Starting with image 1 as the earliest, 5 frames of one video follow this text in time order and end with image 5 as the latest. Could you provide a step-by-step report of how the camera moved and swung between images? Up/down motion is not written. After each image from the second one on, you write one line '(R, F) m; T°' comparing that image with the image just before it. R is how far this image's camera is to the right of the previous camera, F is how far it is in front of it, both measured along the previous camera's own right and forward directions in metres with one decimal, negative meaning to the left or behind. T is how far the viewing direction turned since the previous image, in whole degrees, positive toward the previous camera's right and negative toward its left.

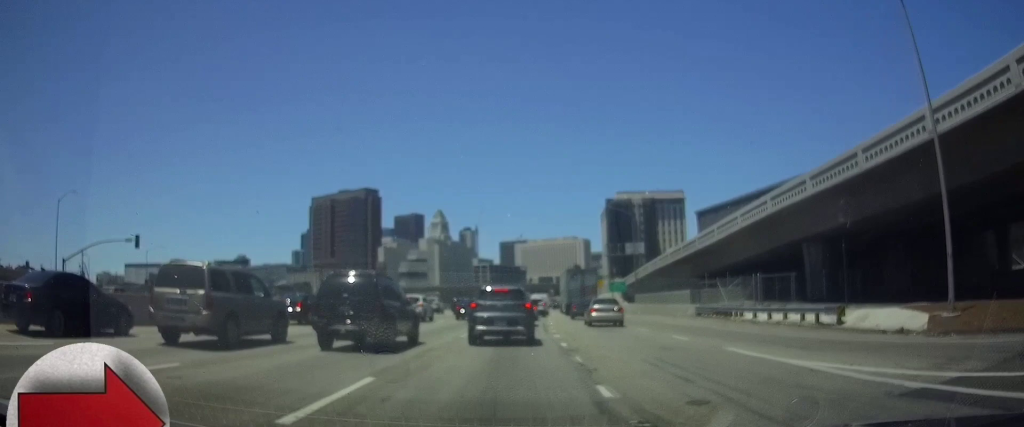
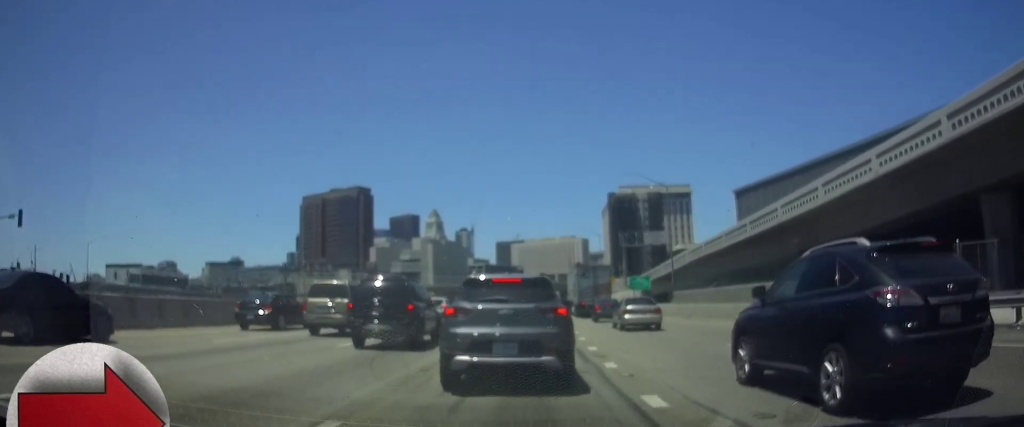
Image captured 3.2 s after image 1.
(+0.1, +17.3) m; +1°
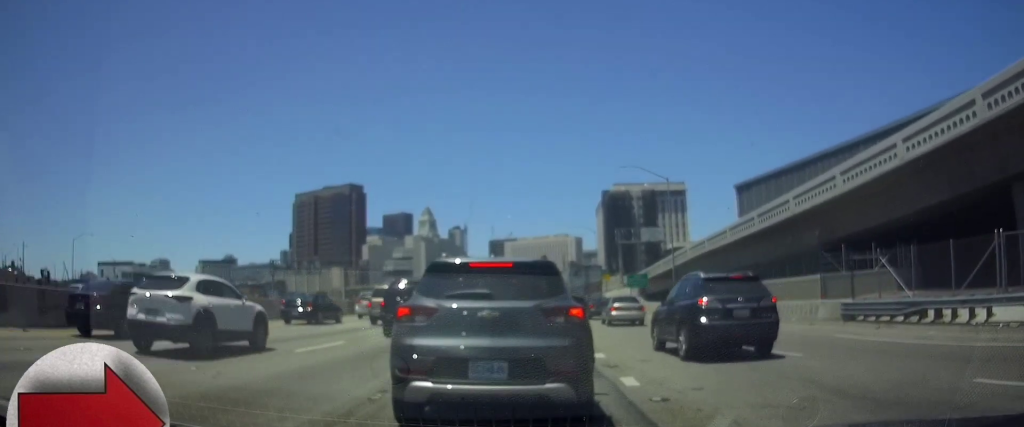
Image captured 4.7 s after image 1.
(+0.2, +4.0) m; +4°
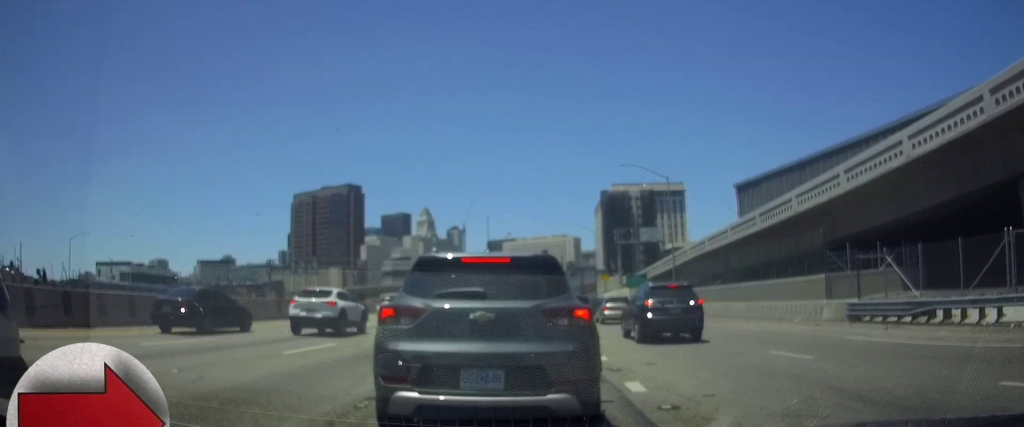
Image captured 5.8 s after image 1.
(-0.1, +1.3) m; 0°
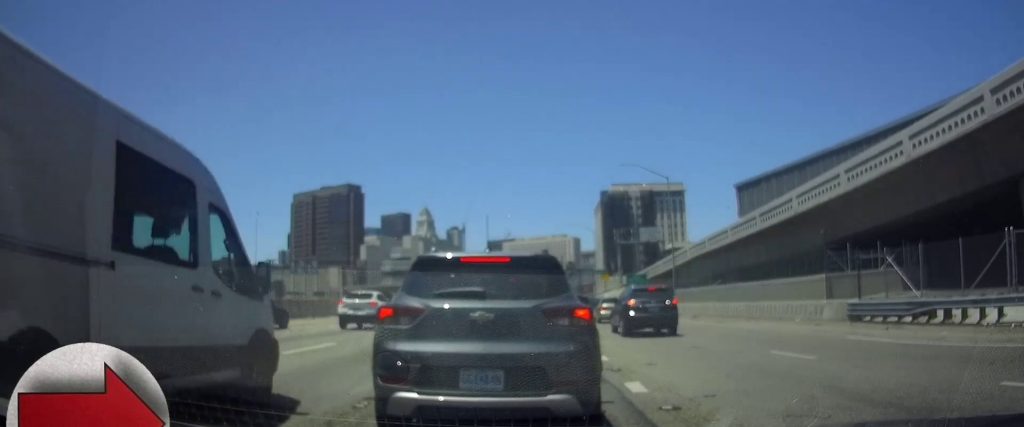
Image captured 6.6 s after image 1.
(-0.1, +0.4) m; 0°
